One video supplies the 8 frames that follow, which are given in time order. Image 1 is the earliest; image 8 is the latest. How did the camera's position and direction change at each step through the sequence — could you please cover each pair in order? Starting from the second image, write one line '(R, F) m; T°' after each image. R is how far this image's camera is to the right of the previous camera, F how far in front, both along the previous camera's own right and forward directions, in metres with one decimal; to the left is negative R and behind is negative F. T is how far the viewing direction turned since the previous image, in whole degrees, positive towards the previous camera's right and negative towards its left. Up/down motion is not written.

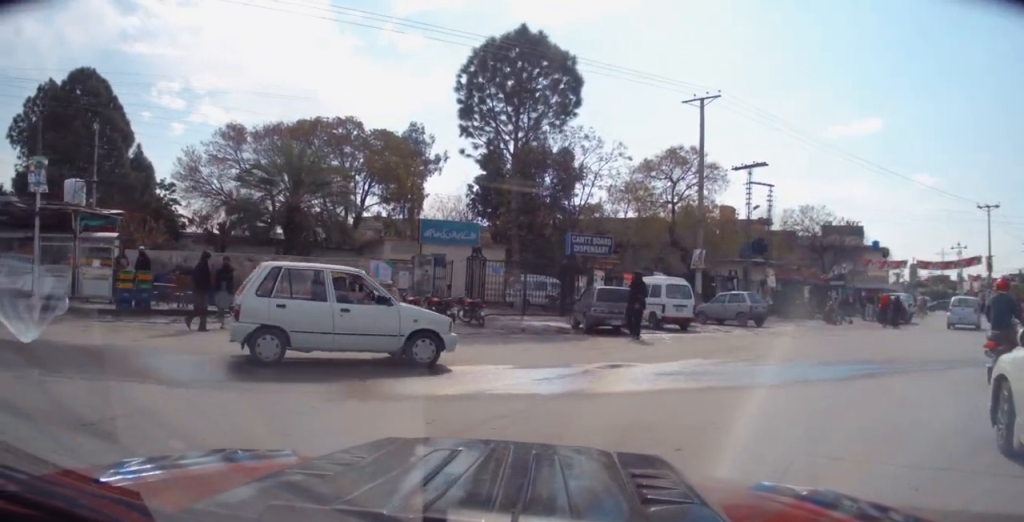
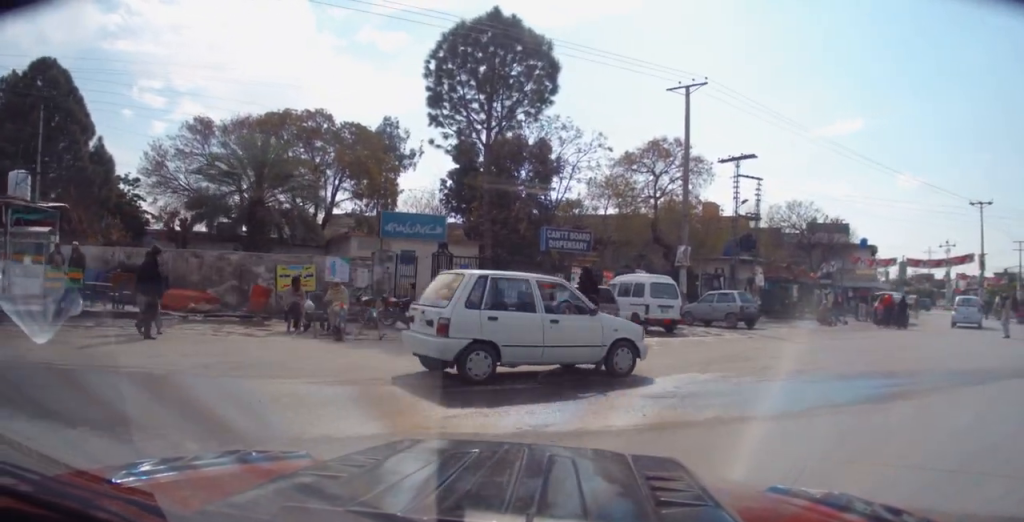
(0.0, +2.1) m; +9°
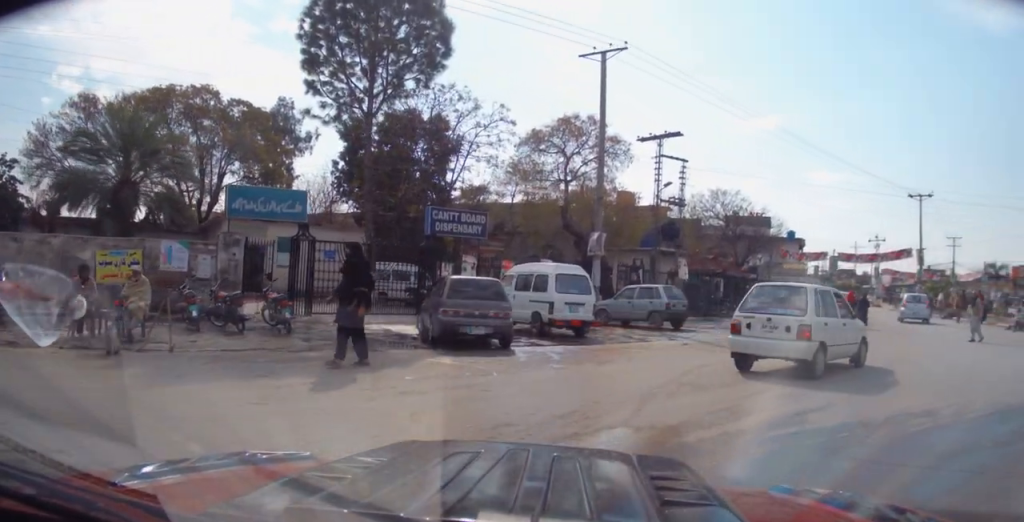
(+0.7, +3.7) m; +12°
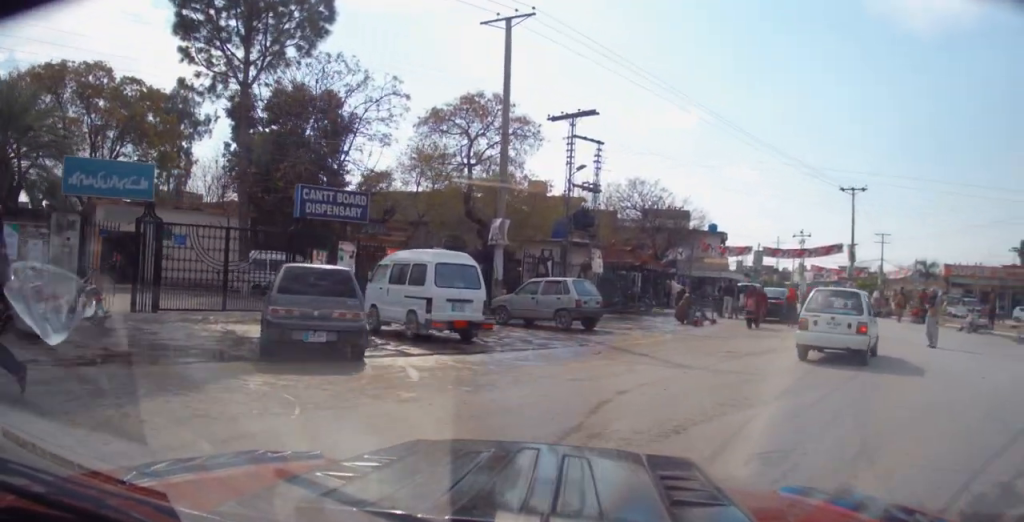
(0.0, +3.3) m; +1°
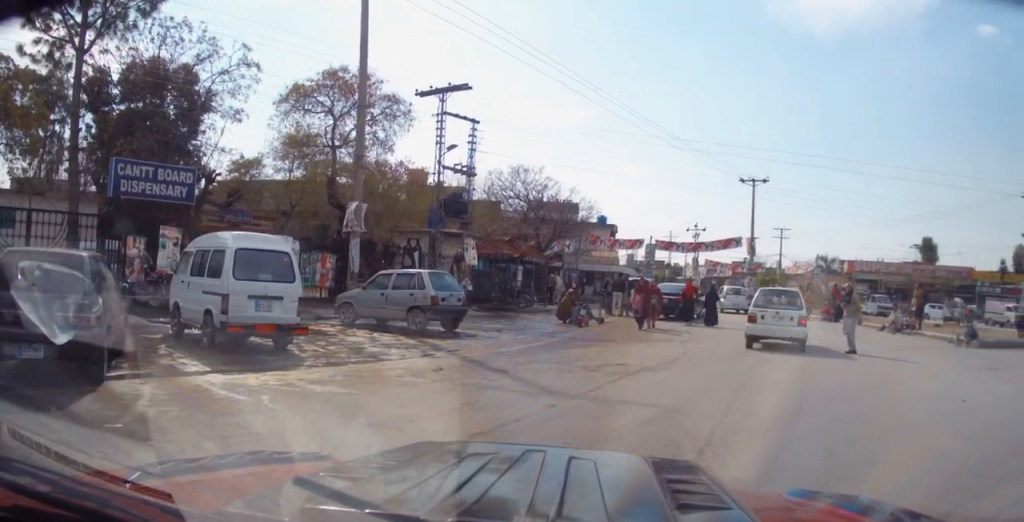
(-0.1, +3.3) m; +3°
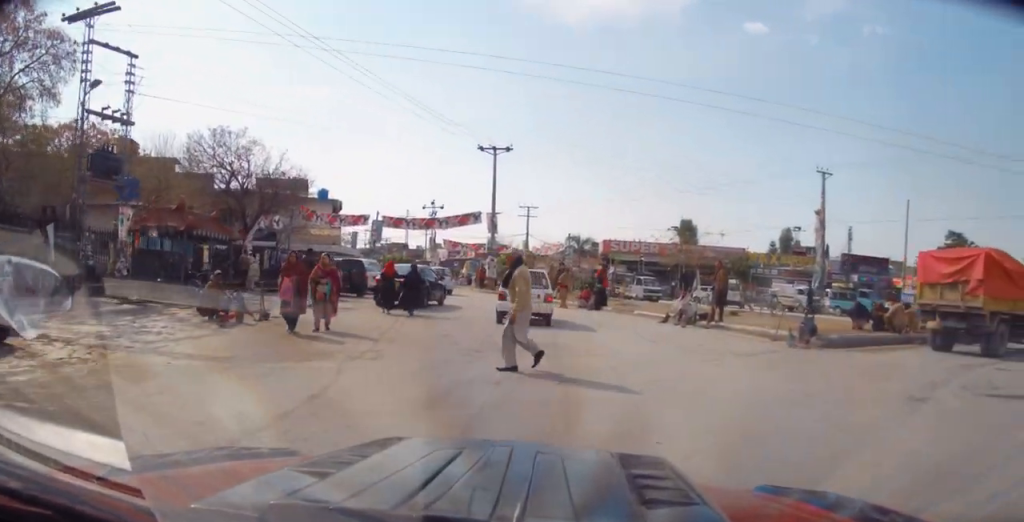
(+1.3, +6.5) m; +25°
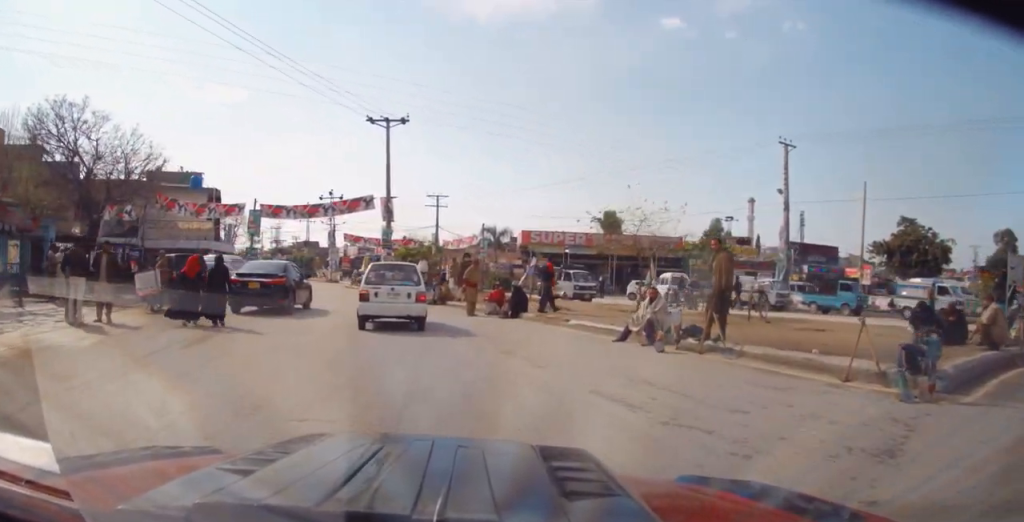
(+0.8, +7.6) m; +4°
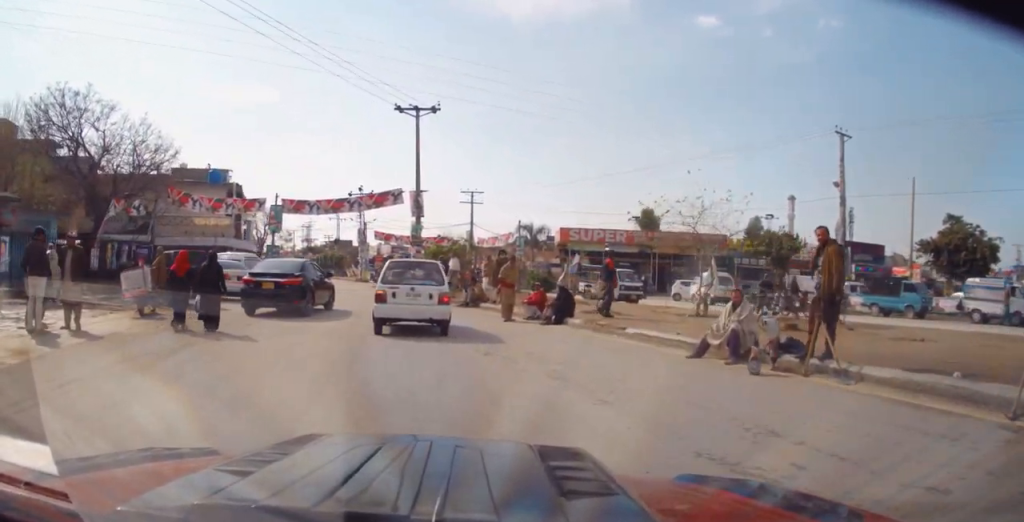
(-0.1, +2.5) m; -2°
